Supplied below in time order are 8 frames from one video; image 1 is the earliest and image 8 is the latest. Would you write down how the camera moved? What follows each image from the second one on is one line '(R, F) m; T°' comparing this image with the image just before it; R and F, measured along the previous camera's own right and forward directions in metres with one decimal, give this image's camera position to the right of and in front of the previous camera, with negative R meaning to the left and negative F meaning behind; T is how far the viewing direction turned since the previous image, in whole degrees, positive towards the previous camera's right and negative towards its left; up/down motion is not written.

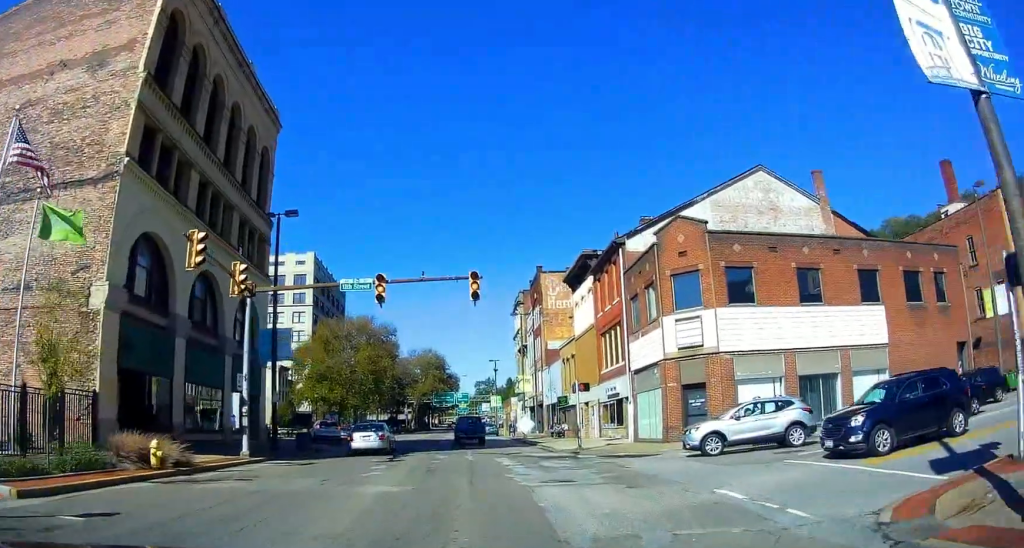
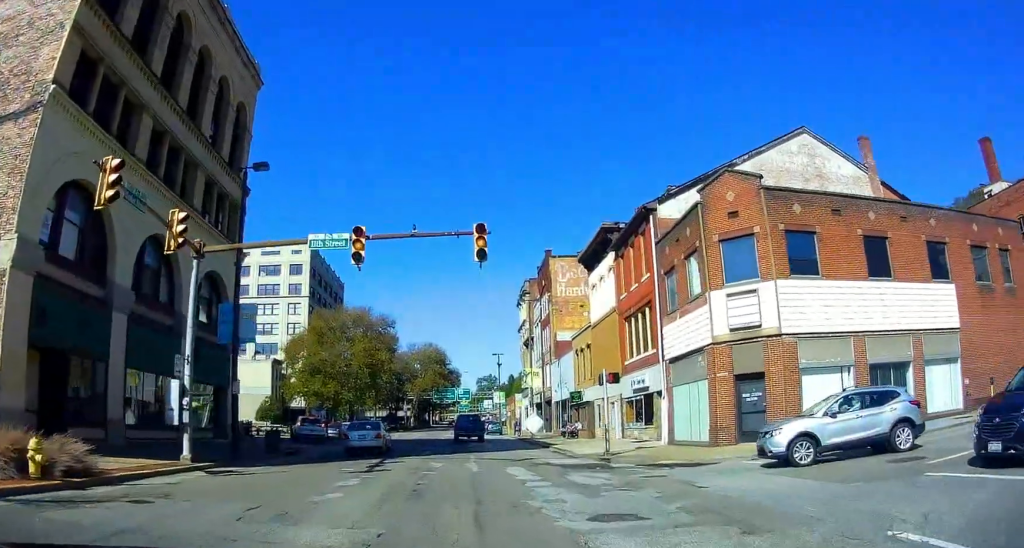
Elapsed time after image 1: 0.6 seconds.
(-0.3, +5.9) m; -1°
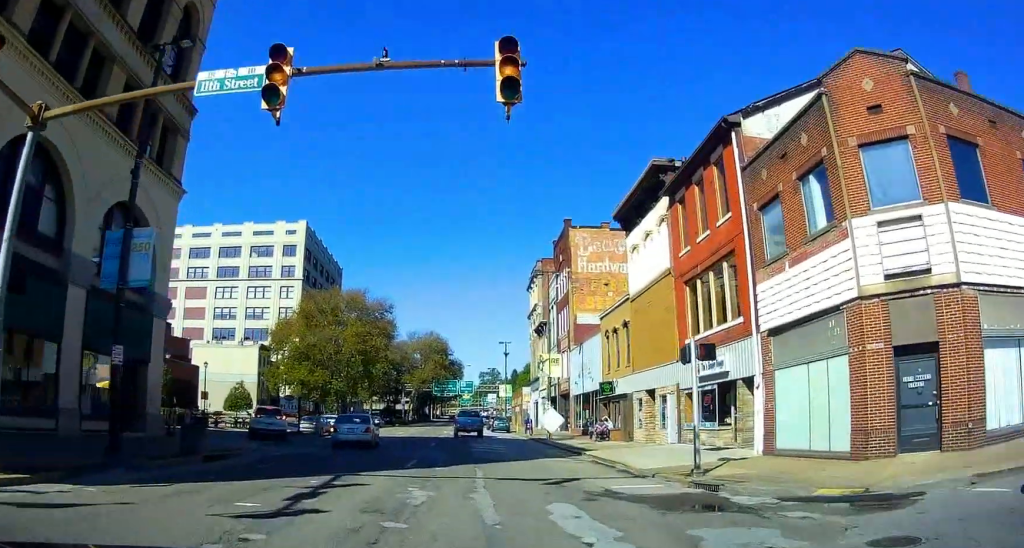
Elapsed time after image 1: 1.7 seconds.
(-0.1, +9.8) m; 0°
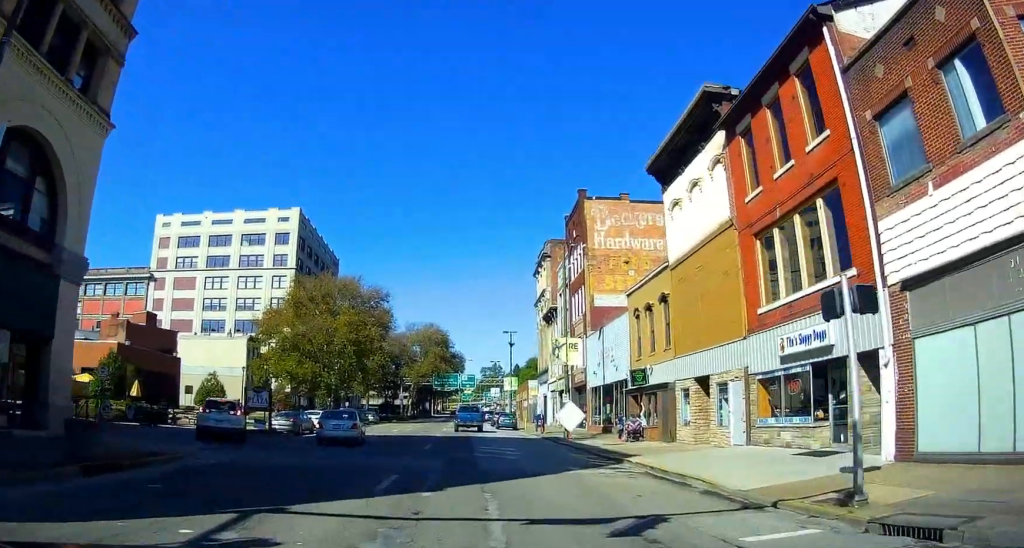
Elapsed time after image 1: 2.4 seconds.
(+0.2, +7.0) m; 0°
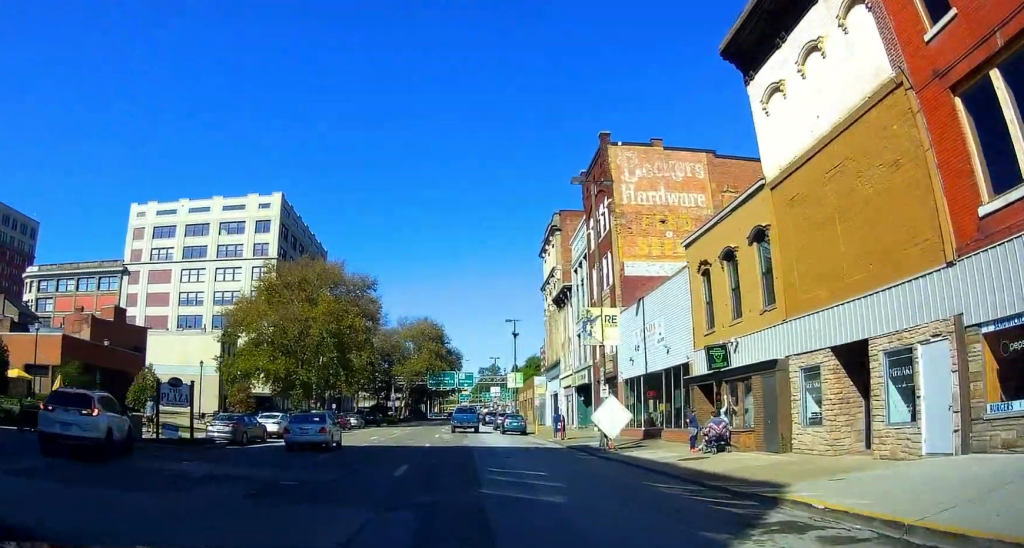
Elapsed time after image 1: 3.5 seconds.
(-0.3, +10.5) m; +1°
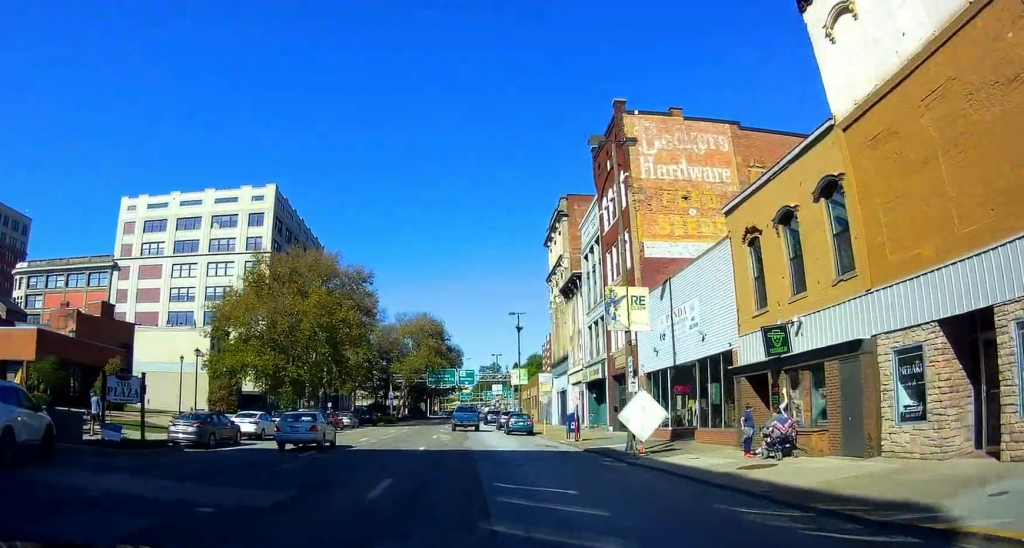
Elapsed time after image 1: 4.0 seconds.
(+0.2, +4.5) m; +2°
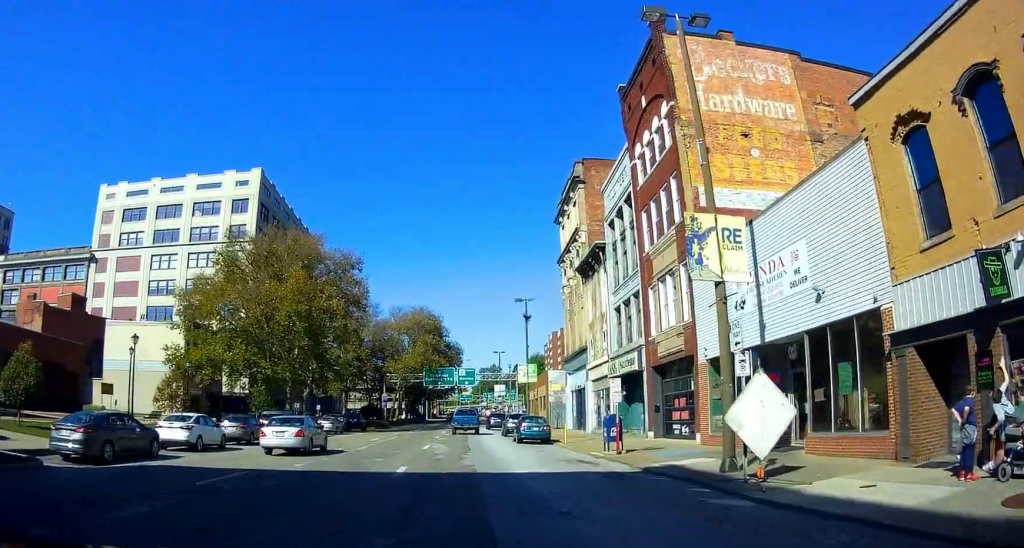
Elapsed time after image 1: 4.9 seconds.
(+0.1, +8.6) m; -2°
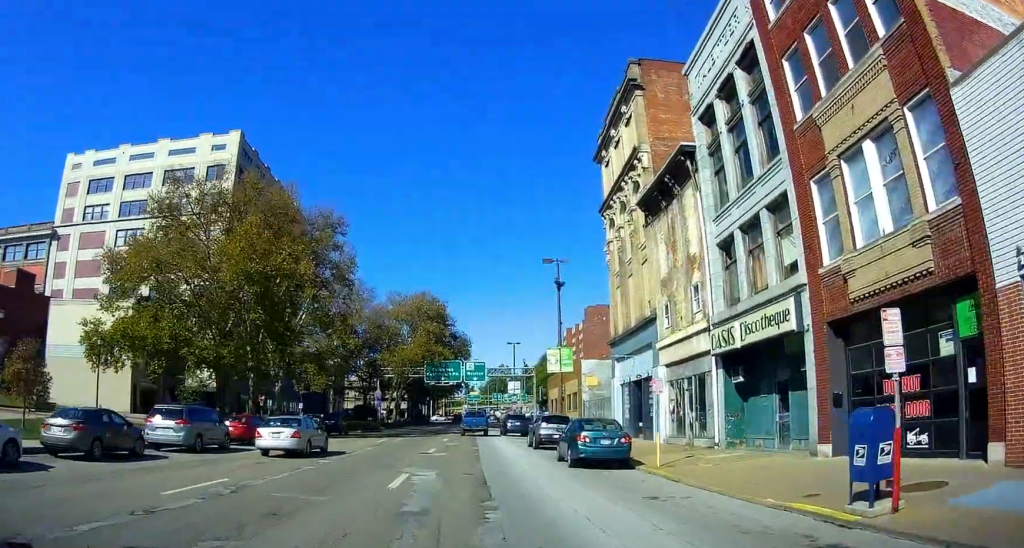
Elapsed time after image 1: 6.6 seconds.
(-0.5, +14.8) m; 0°
